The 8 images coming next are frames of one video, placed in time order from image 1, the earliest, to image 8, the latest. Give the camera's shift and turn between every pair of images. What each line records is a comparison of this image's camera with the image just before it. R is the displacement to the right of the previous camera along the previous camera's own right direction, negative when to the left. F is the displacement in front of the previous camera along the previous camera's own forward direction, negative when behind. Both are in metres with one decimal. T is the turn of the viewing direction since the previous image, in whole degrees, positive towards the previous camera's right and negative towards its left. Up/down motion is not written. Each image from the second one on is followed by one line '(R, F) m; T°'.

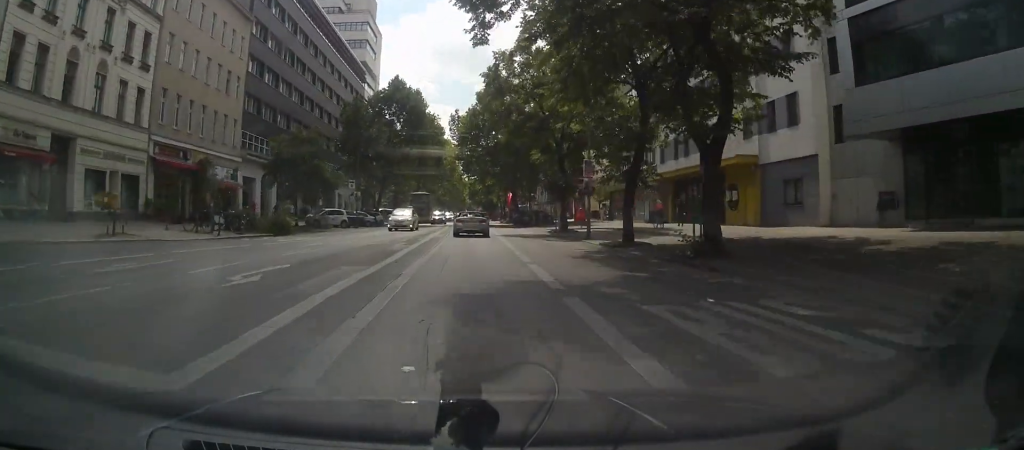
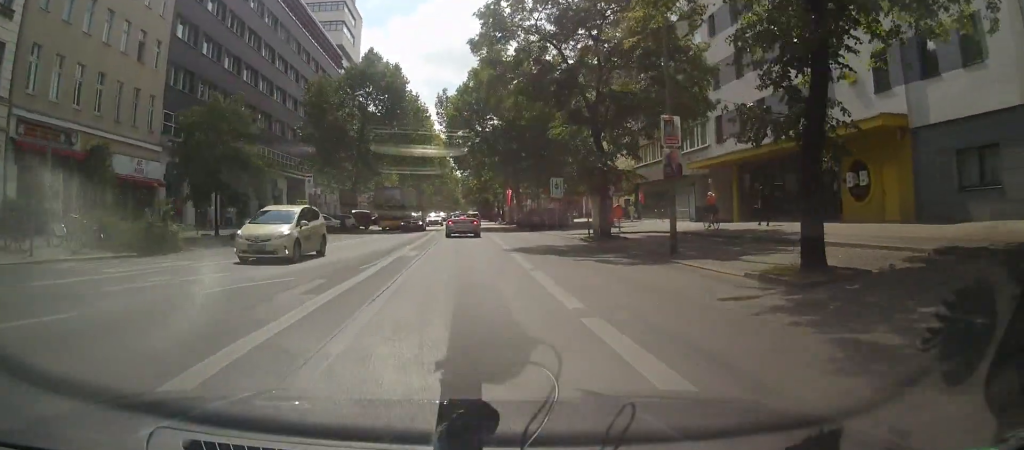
(+0.1, +13.6) m; +1°
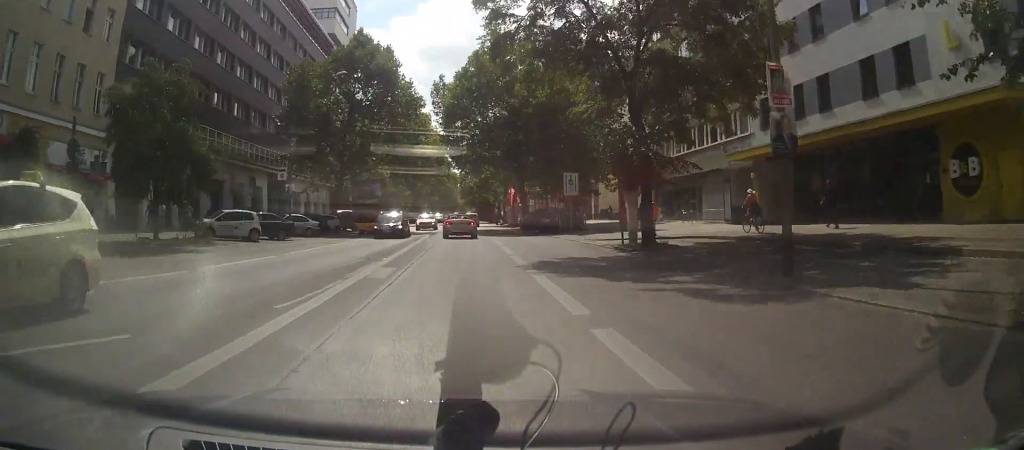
(+0.2, +6.6) m; 0°
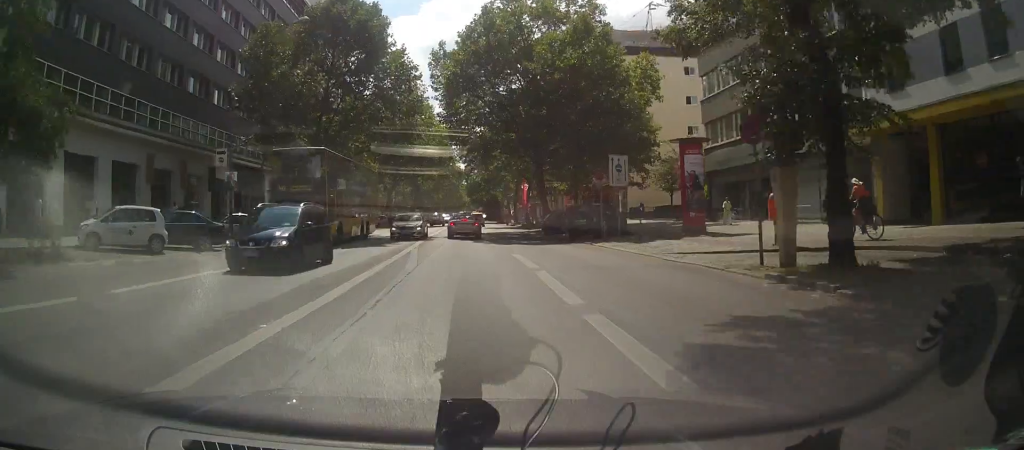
(-0.3, +11.0) m; -2°
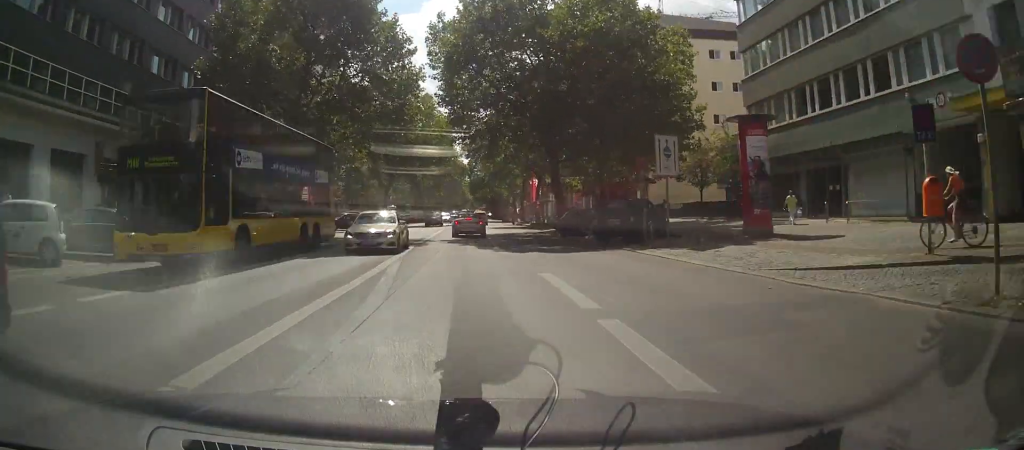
(-0.1, +6.5) m; -1°
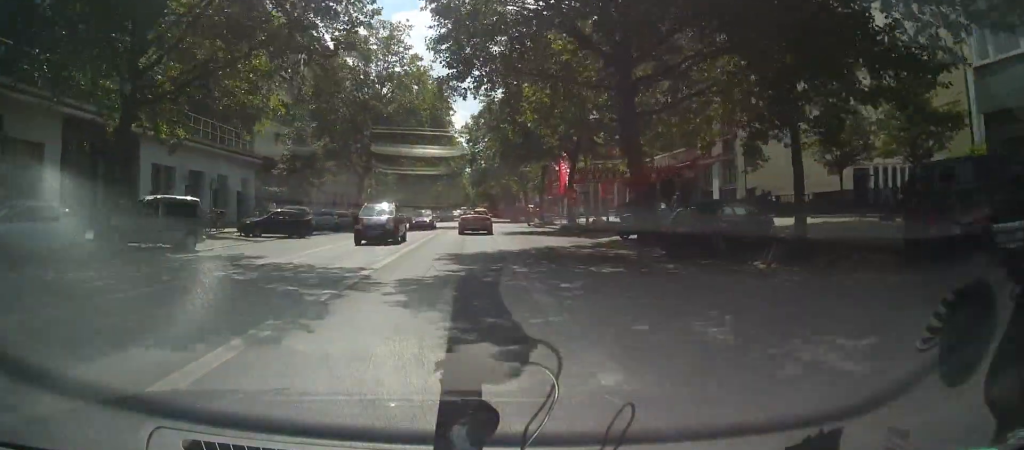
(-0.3, +18.9) m; 0°
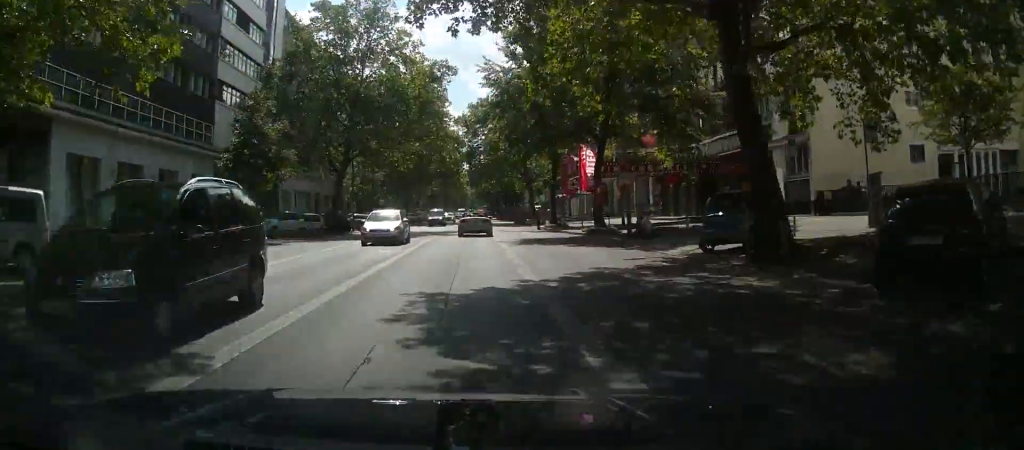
(+0.1, +9.0) m; +3°
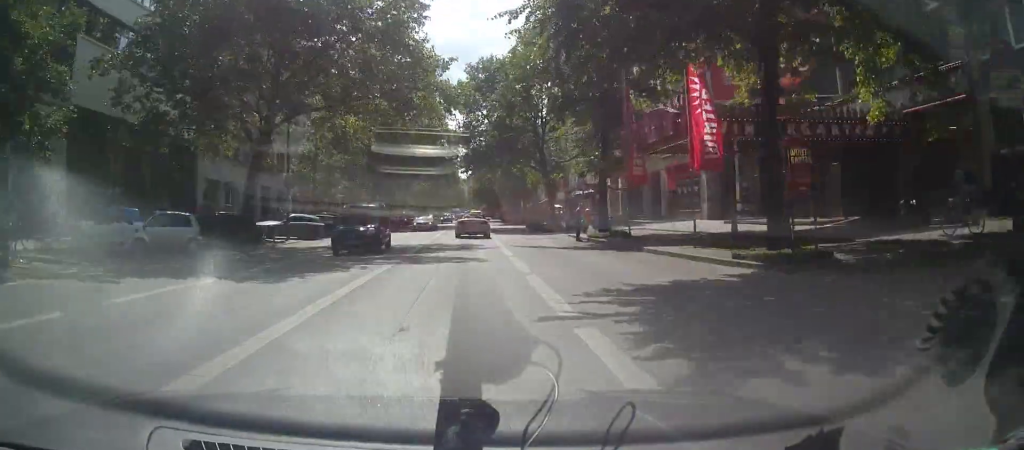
(+2.1, +18.8) m; +5°
